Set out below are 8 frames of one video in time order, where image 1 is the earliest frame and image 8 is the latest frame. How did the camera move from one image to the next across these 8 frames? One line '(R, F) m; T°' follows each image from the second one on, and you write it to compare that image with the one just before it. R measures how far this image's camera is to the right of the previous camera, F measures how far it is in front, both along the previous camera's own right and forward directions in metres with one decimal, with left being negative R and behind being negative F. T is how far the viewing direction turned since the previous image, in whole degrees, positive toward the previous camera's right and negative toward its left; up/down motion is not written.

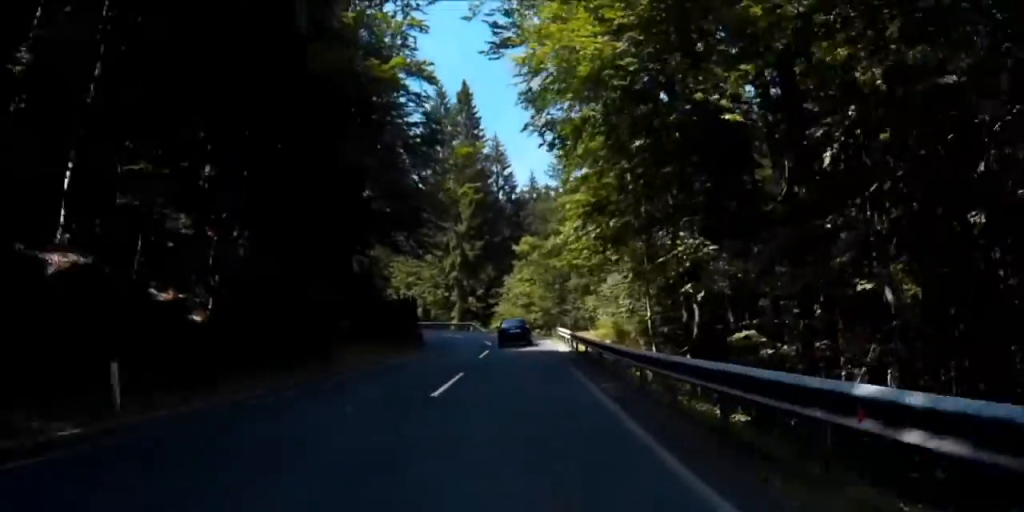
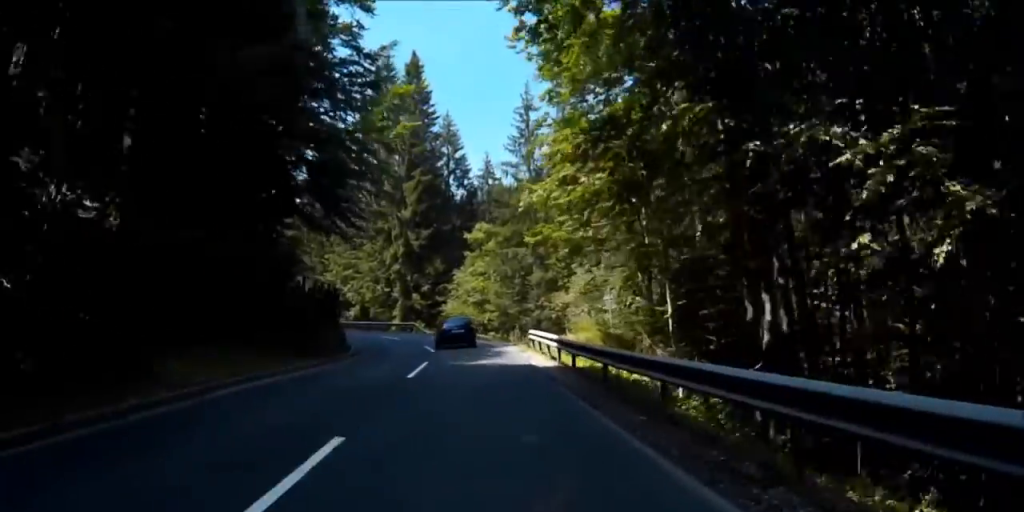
(+0.7, +11.7) m; +2°
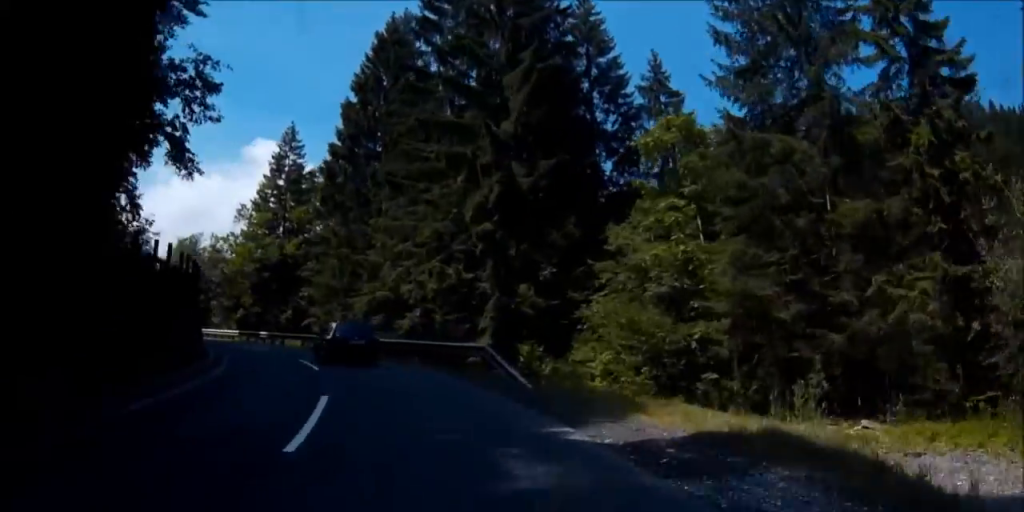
(-0.3, +40.9) m; -19°
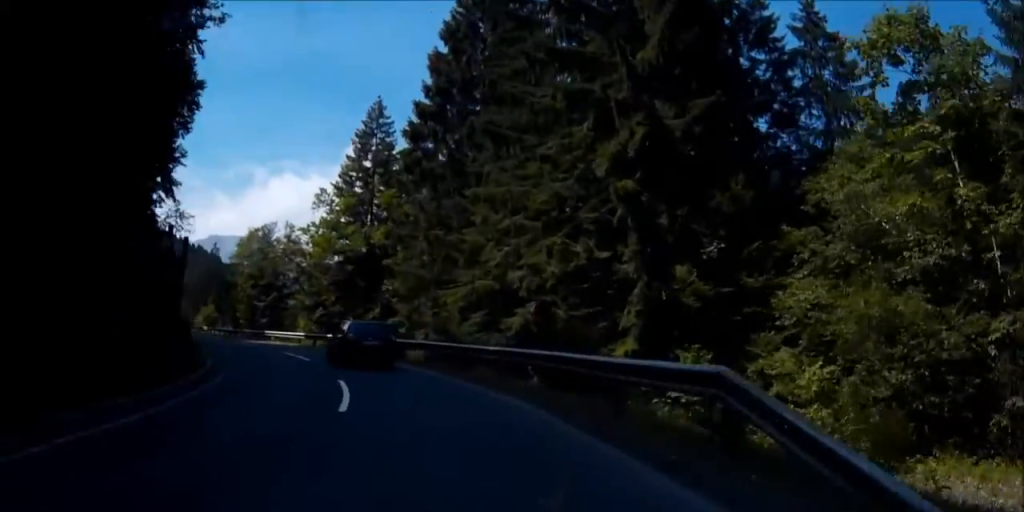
(-3.0, +11.0) m; -12°
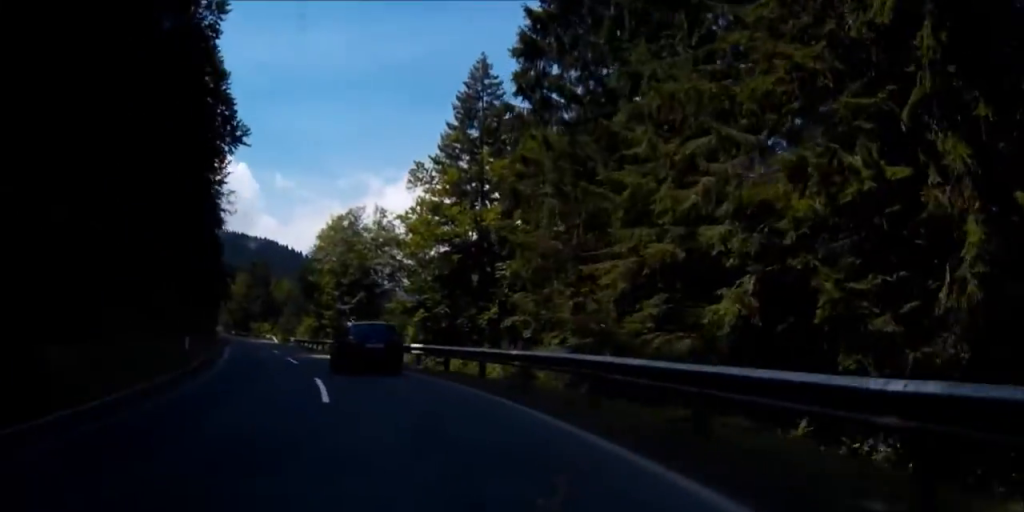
(-1.9, +14.1) m; -13°
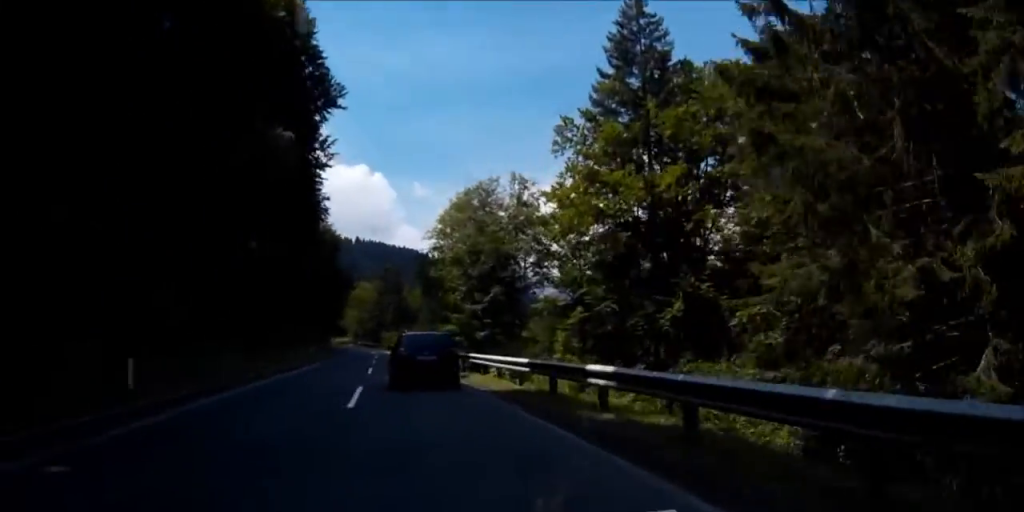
(-1.6, +14.1) m; -6°
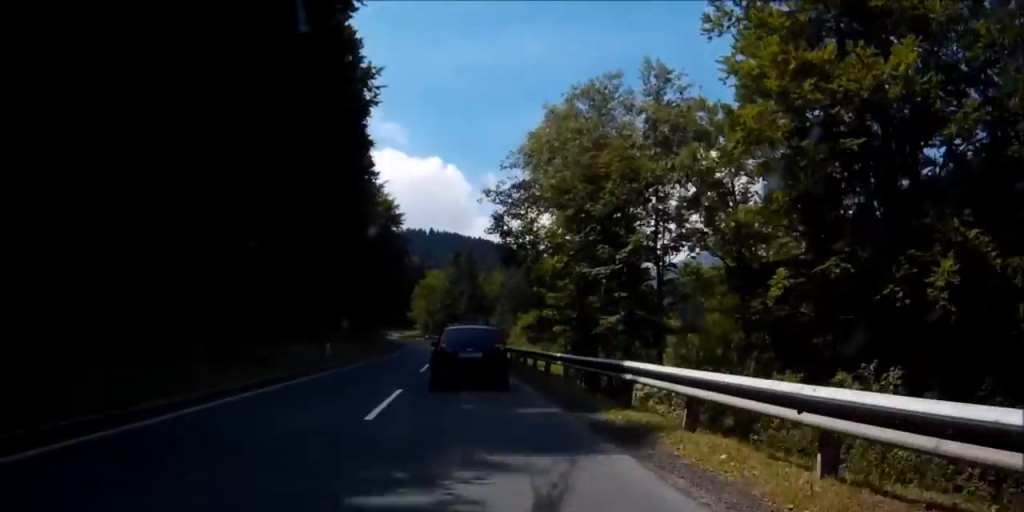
(-0.8, +17.6) m; -3°
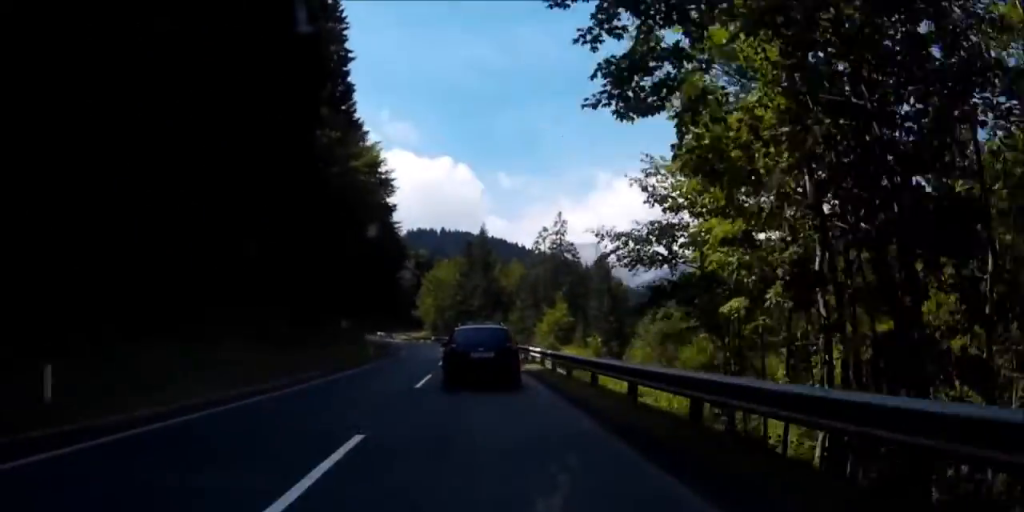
(-0.6, +24.1) m; -2°
